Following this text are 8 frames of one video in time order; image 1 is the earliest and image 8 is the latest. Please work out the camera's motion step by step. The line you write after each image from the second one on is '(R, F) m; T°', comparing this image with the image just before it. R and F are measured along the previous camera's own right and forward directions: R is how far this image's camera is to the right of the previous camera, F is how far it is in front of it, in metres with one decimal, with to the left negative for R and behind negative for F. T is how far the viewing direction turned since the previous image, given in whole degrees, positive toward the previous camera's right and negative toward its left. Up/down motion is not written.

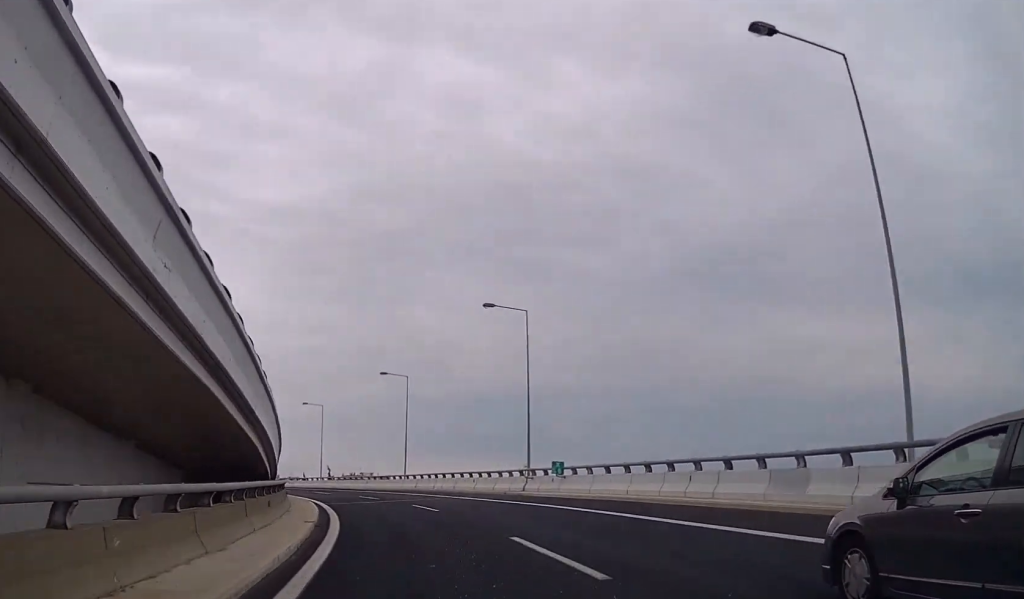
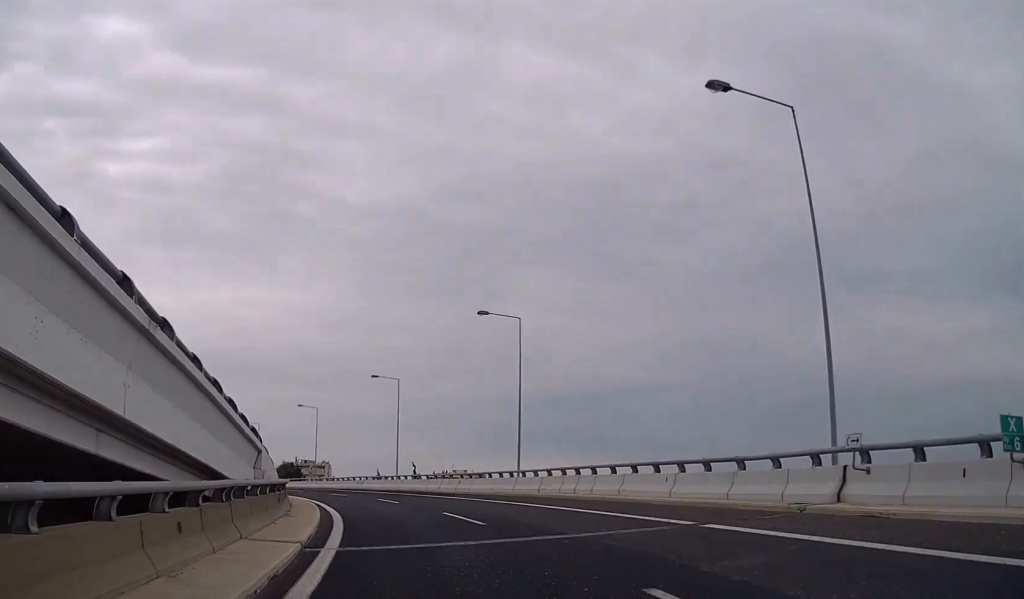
(-1.0, +20.3) m; -5°
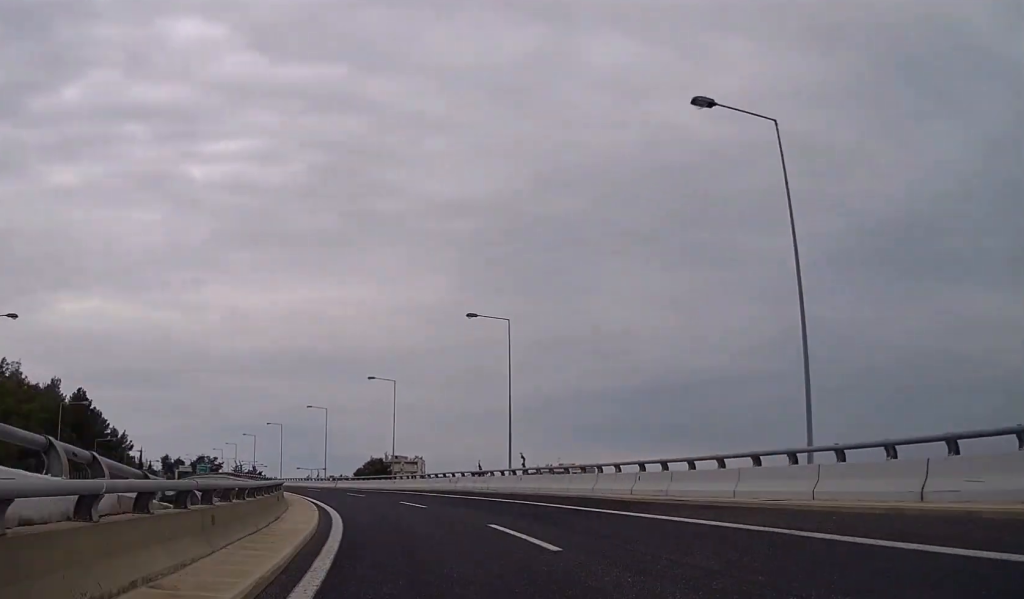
(-0.9, +21.5) m; -5°
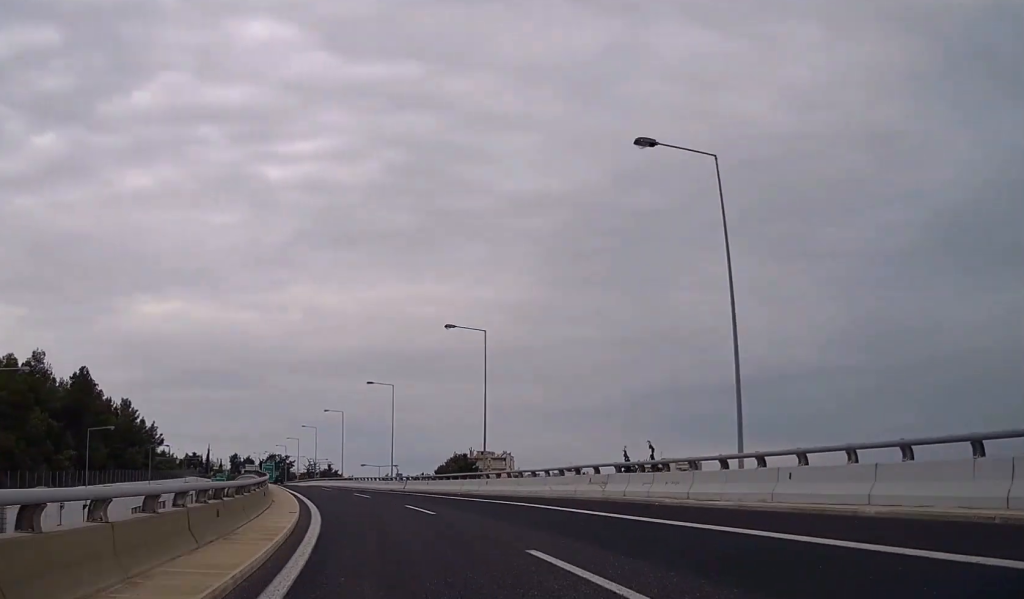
(-0.9, +23.3) m; -5°
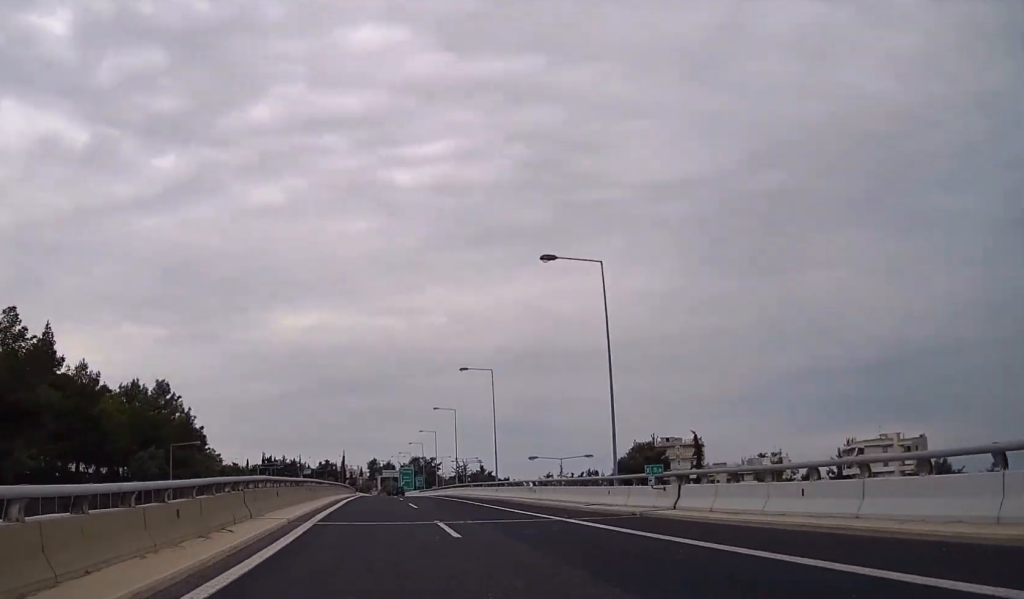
(-3.5, +42.4) m; -9°
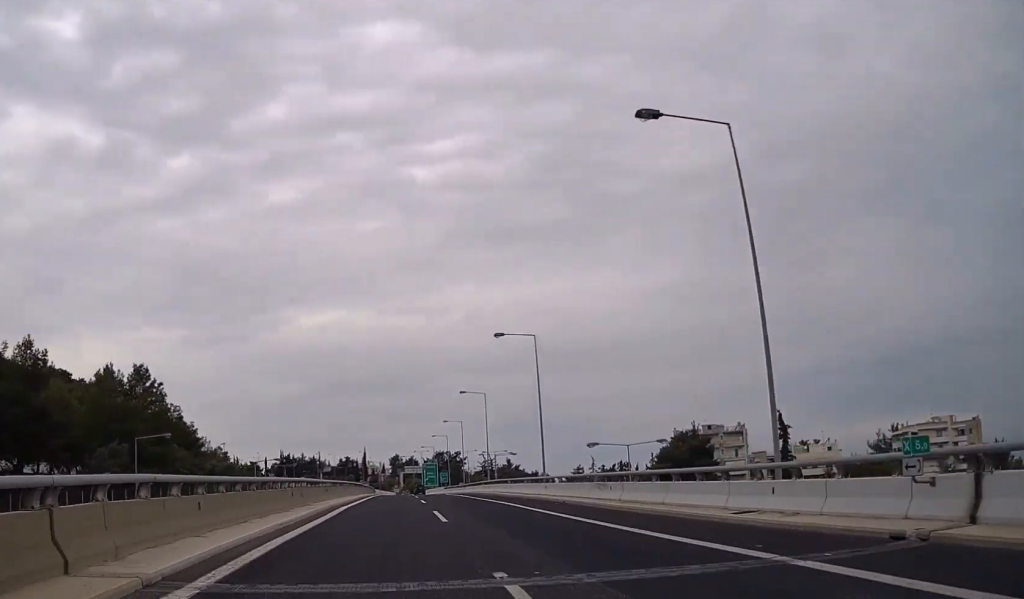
(-0.2, +12.8) m; -2°
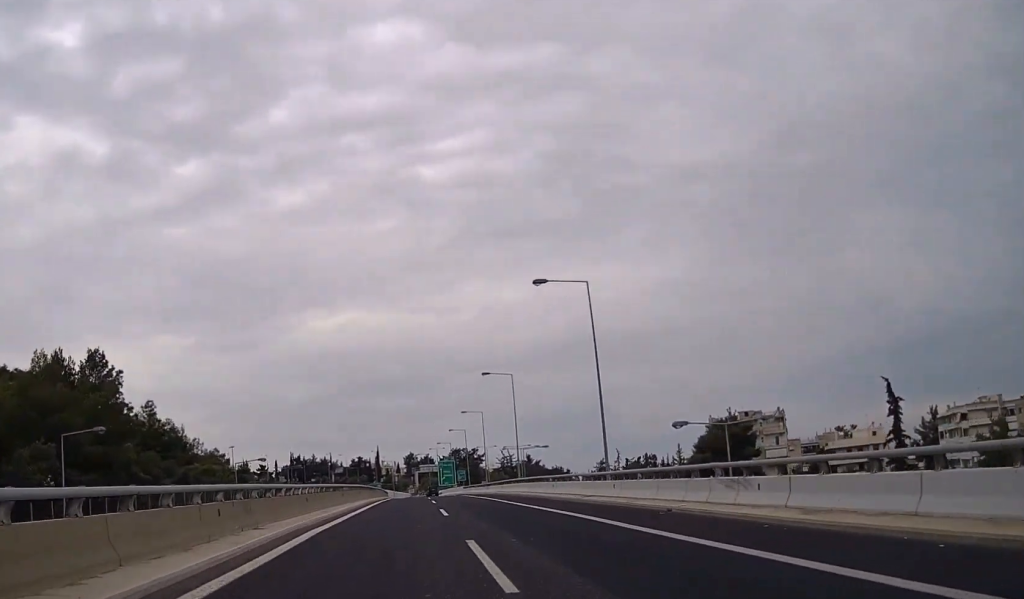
(-0.2, +12.9) m; -2°
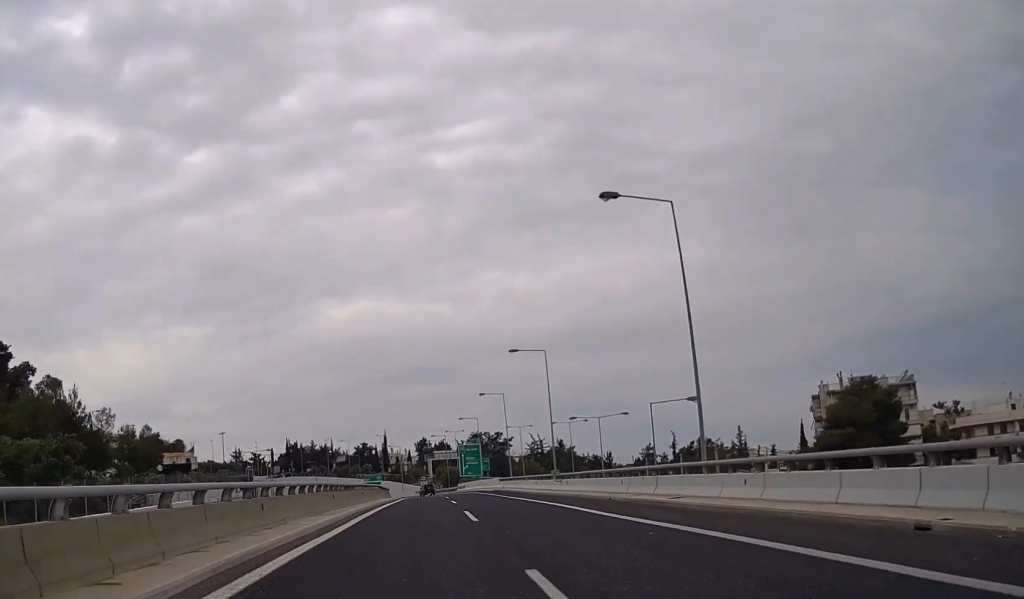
(-1.8, +40.4) m; -3°
